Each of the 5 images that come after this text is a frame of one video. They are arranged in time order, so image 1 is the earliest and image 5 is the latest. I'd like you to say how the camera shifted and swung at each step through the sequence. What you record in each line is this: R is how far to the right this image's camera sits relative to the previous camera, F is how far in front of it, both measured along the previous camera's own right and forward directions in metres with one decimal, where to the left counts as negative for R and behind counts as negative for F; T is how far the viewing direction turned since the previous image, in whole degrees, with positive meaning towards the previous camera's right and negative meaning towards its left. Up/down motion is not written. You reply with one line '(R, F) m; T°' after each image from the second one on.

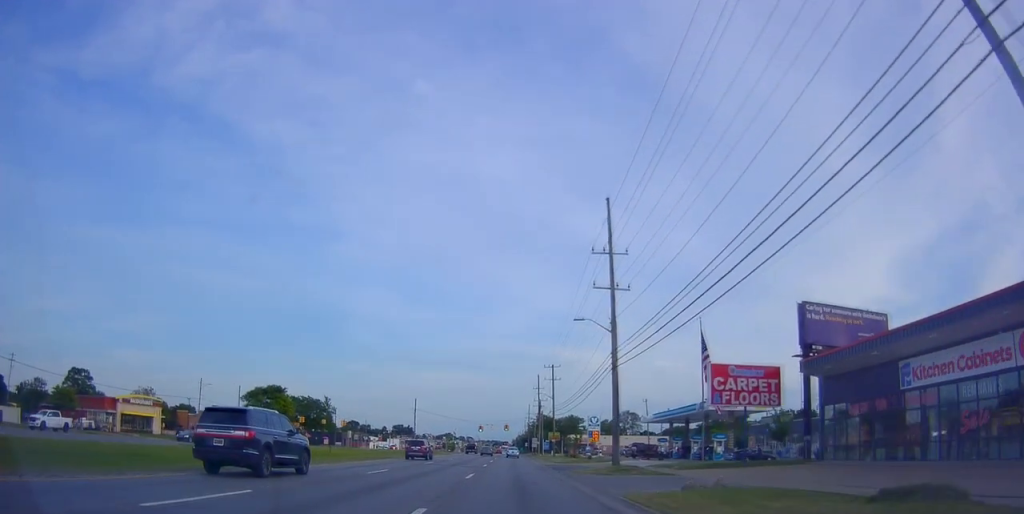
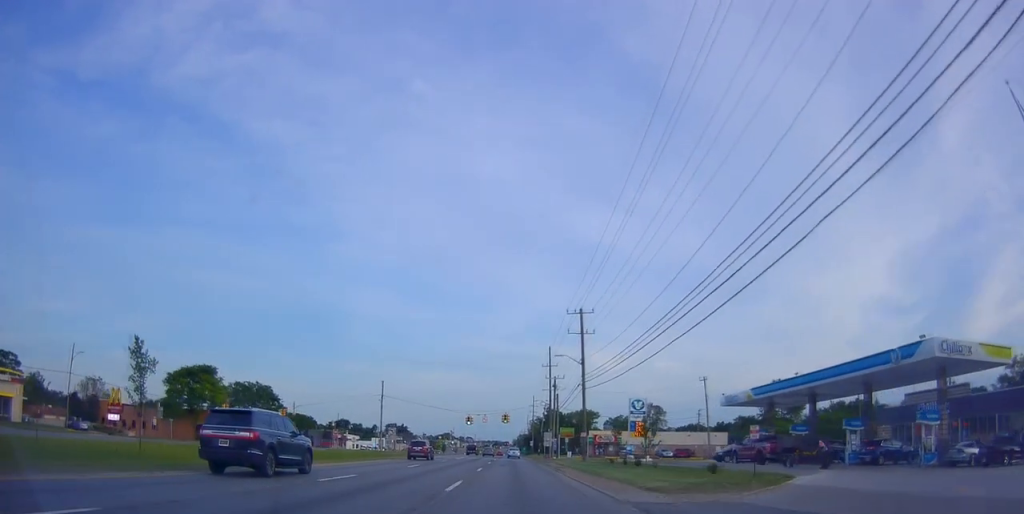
(+0.5, +34.9) m; +1°
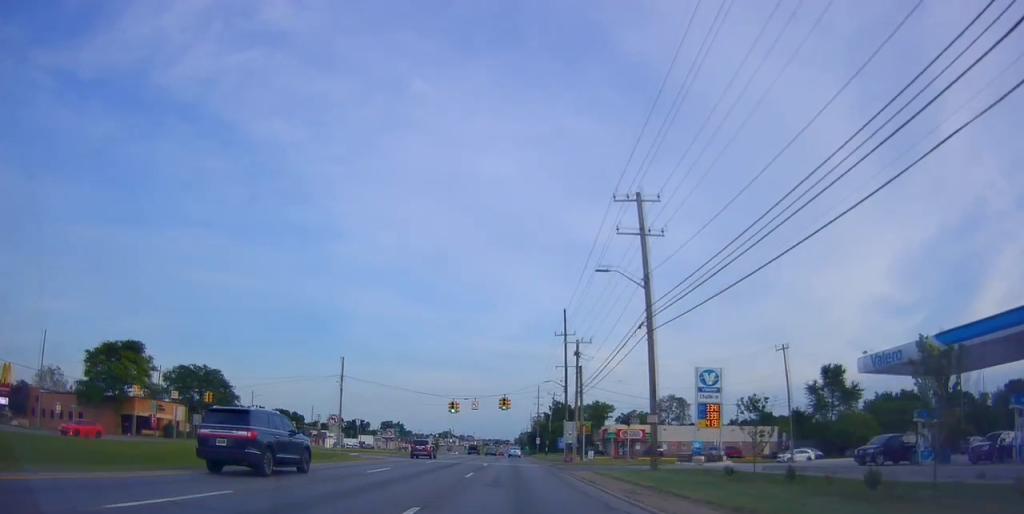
(+0.5, +24.7) m; +1°
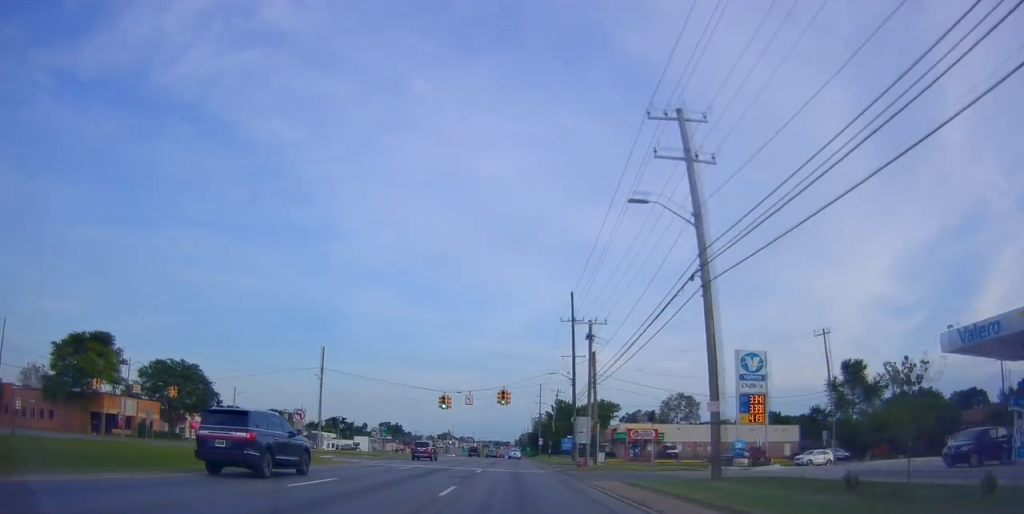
(+0.1, +8.3) m; -1°
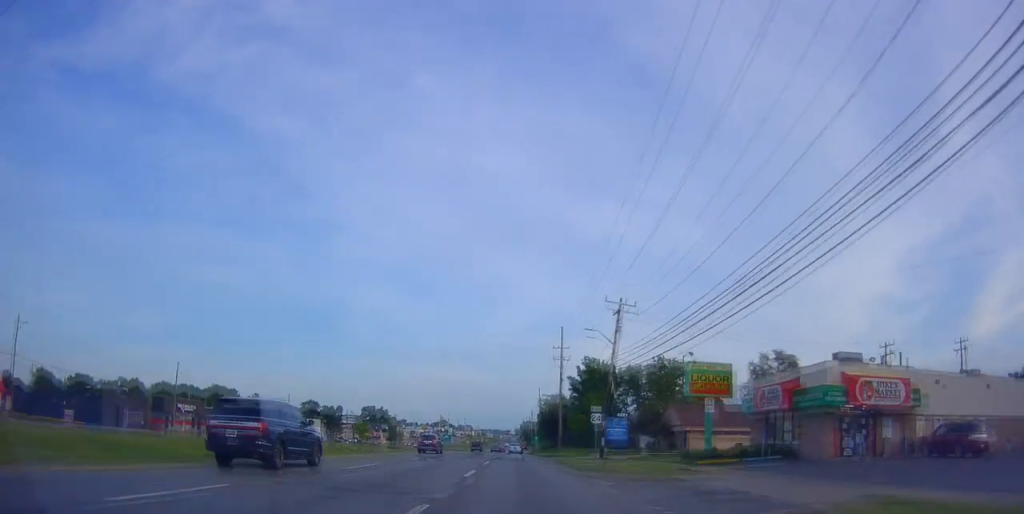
(-1.0, +59.1) m; 0°
